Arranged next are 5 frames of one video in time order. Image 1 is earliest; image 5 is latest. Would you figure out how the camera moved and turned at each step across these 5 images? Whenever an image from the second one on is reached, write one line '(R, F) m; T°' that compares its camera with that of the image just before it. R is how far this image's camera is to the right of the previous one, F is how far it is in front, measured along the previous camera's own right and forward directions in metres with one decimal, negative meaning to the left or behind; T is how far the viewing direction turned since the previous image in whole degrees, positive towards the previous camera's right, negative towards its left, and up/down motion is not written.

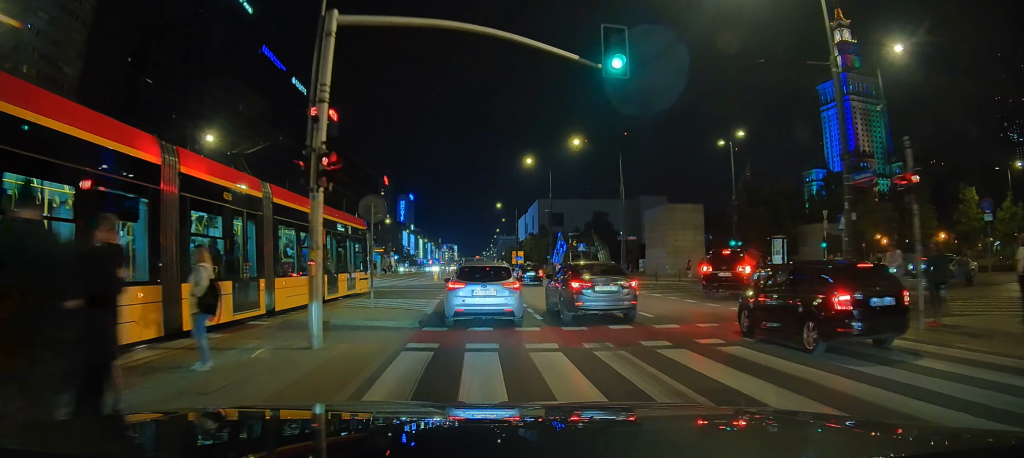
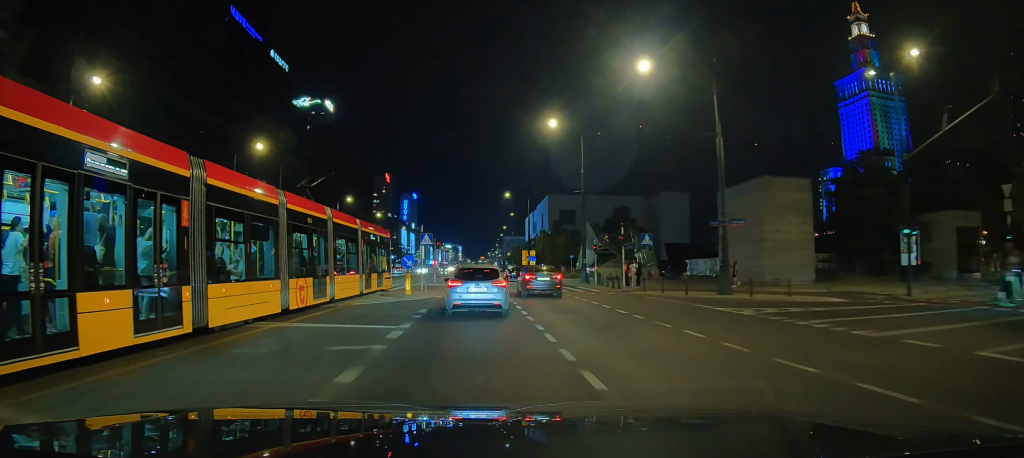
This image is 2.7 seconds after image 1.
(+0.2, +16.5) m; 0°
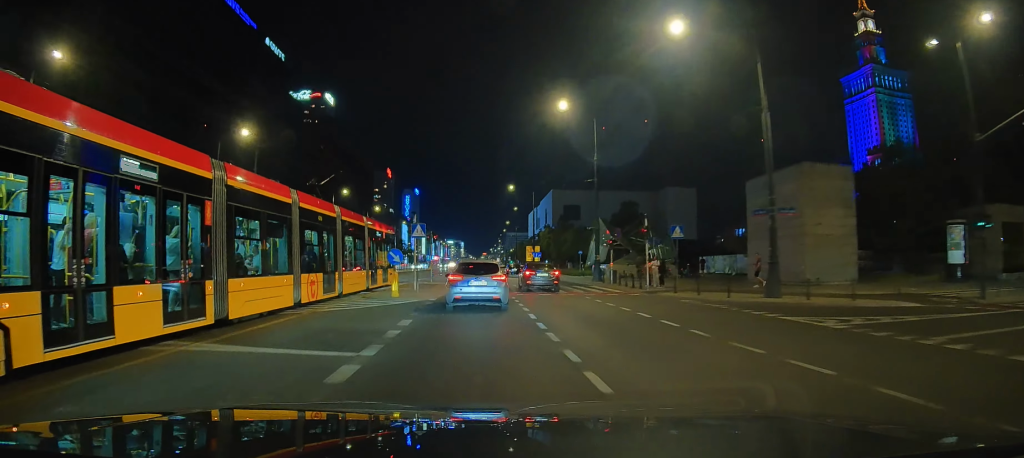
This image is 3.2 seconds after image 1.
(0.0, +4.0) m; +1°
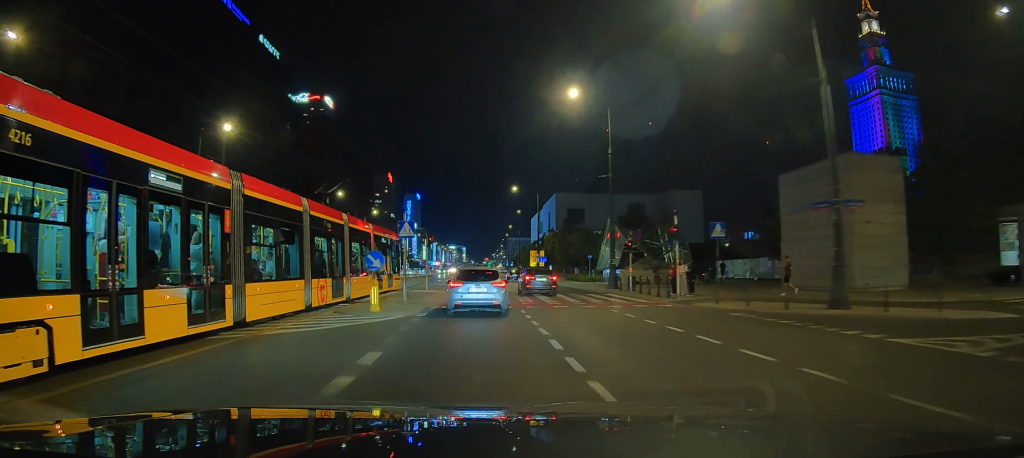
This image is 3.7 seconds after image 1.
(-0.1, +4.0) m; +1°
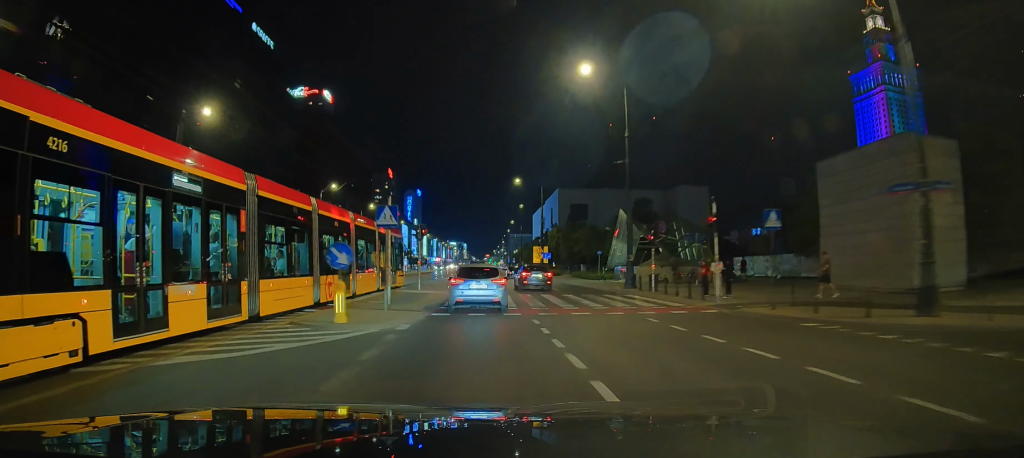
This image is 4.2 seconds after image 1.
(+0.2, +4.4) m; +1°
